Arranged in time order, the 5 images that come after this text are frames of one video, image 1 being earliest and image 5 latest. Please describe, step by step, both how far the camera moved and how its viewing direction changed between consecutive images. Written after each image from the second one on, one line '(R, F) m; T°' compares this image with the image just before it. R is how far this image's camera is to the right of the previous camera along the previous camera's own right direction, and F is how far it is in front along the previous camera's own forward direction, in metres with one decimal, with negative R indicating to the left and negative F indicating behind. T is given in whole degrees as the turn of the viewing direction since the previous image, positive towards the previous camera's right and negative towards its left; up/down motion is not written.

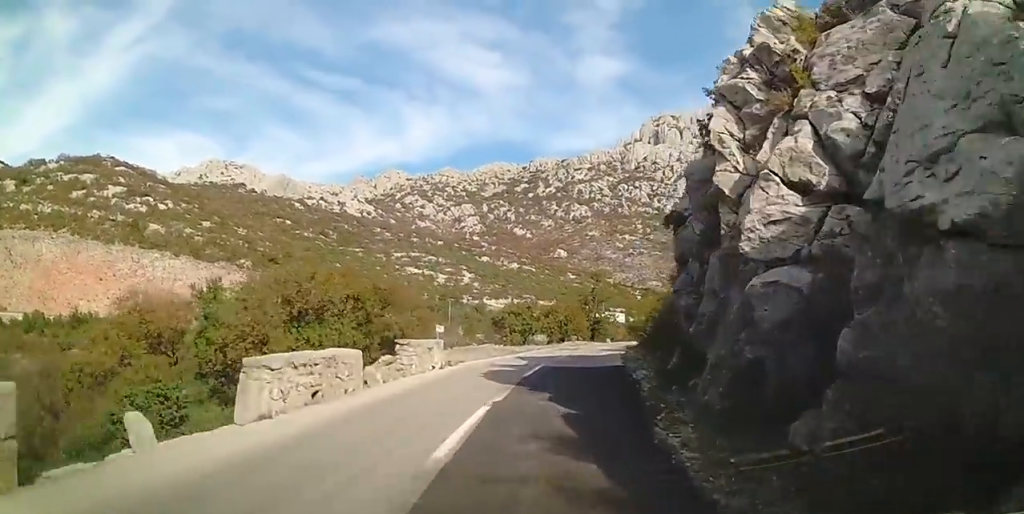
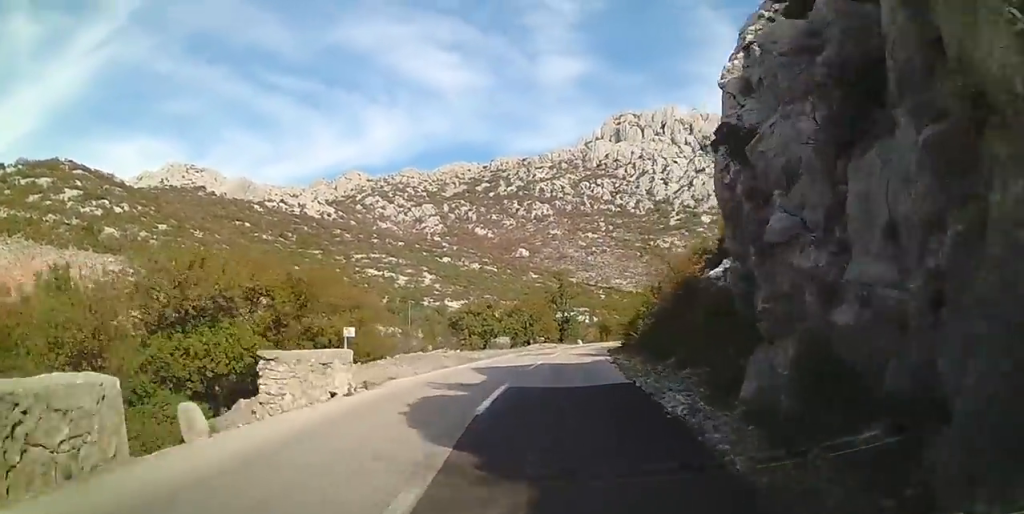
(0.0, +6.2) m; +4°
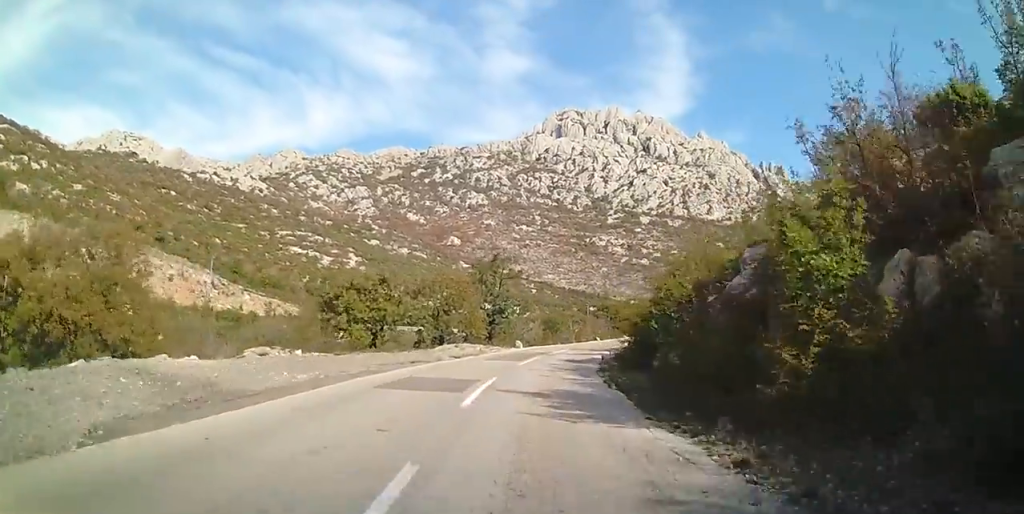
(+1.3, +17.8) m; +6°
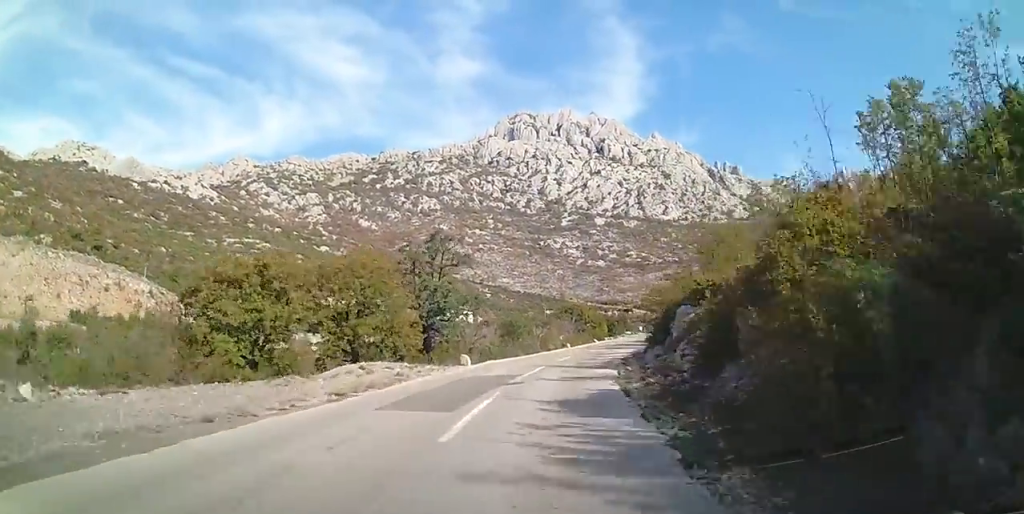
(+0.3, +11.3) m; +3°
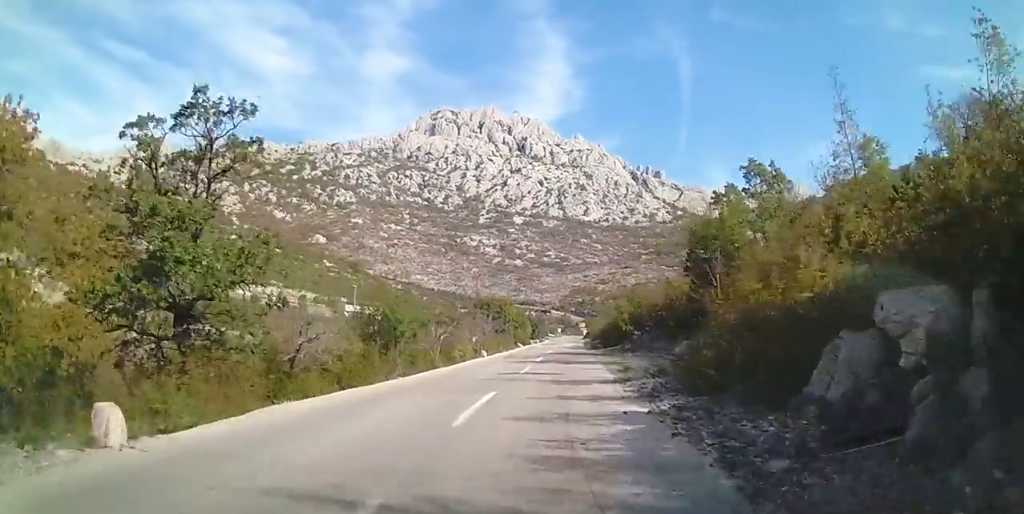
(+0.6, +16.7) m; +5°
